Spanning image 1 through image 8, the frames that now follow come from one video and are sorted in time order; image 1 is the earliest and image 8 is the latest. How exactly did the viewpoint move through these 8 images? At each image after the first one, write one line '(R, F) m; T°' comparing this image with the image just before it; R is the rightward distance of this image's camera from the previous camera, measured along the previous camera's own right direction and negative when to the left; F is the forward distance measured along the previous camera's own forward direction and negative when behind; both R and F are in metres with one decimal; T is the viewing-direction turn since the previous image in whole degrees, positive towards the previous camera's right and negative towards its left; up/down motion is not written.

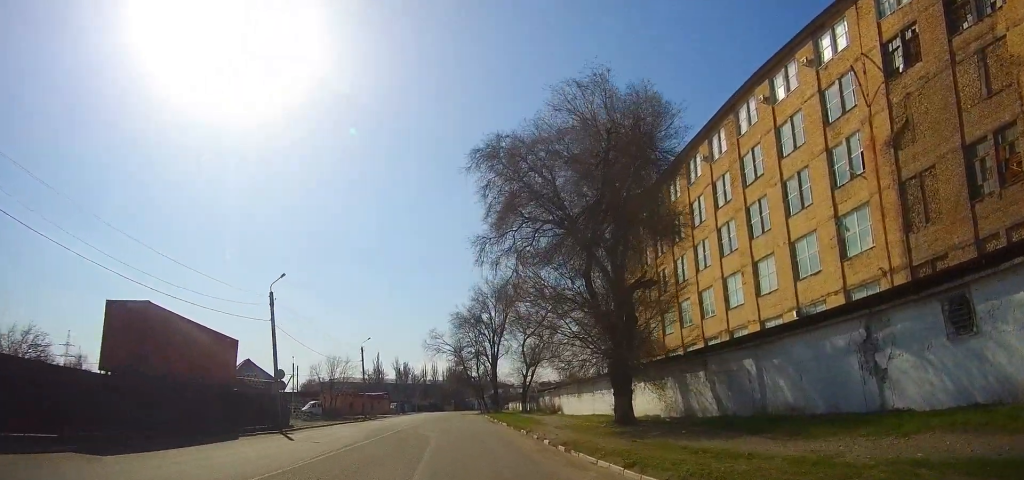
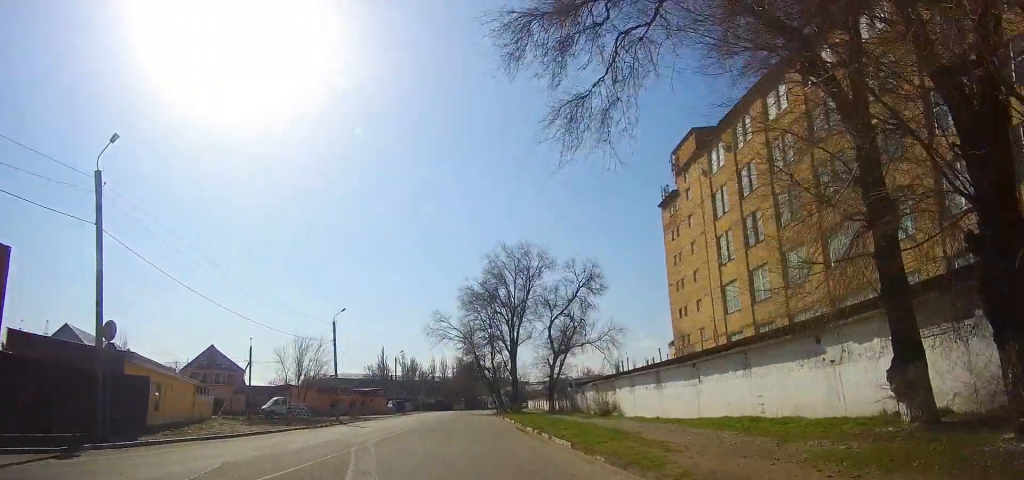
(-0.1, +20.7) m; -1°
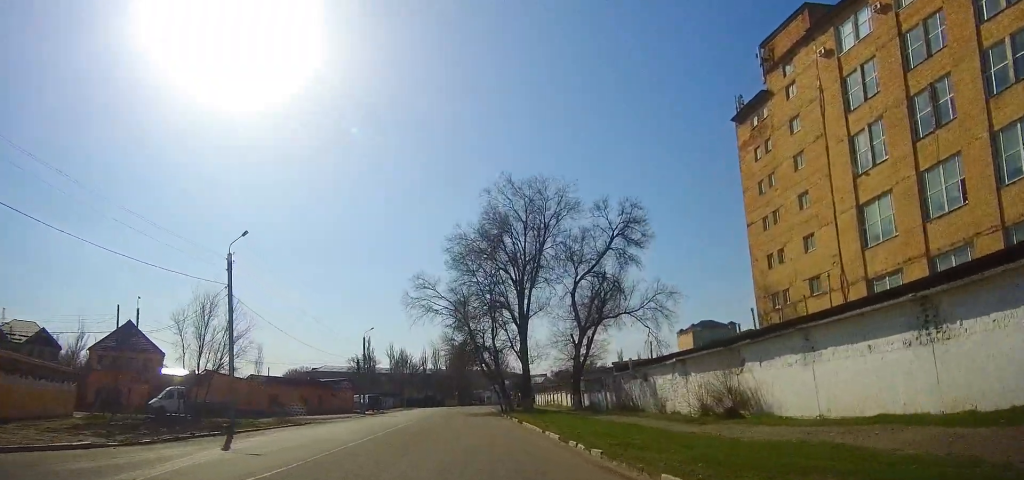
(+0.1, +22.6) m; 0°
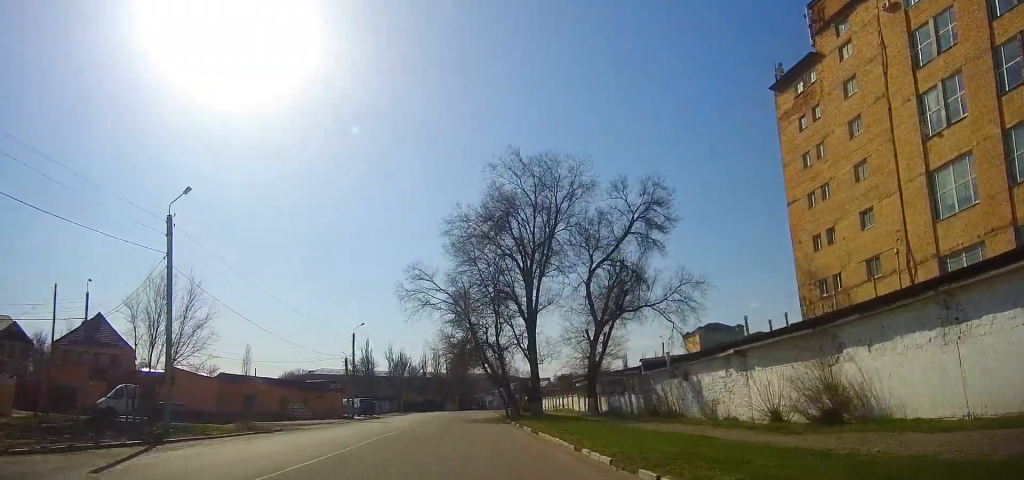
(0.0, +6.7) m; 0°
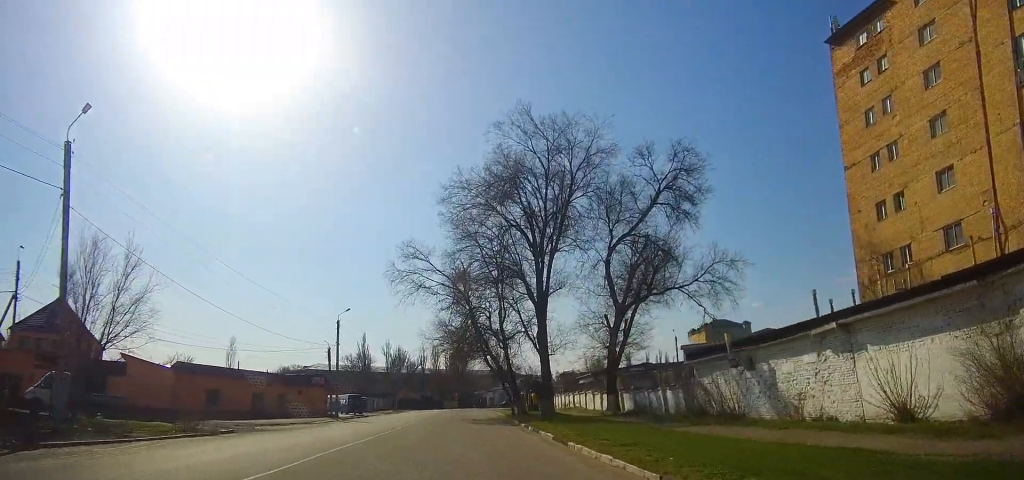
(0.0, +7.3) m; 0°
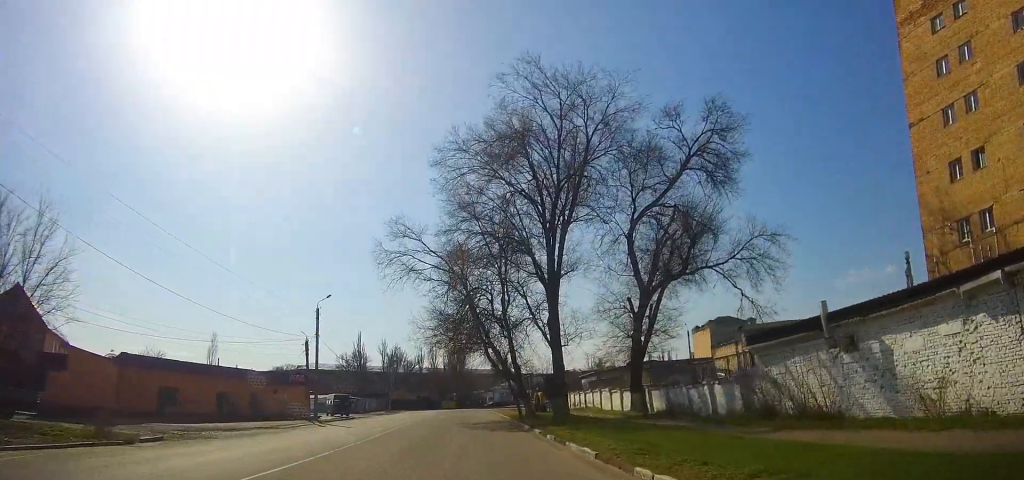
(0.0, +6.8) m; 0°
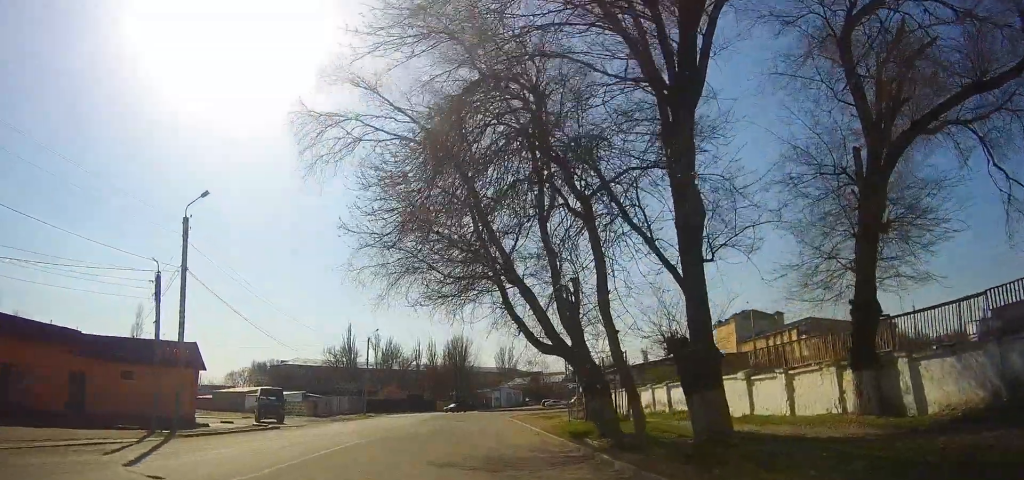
(+0.3, +22.9) m; +1°
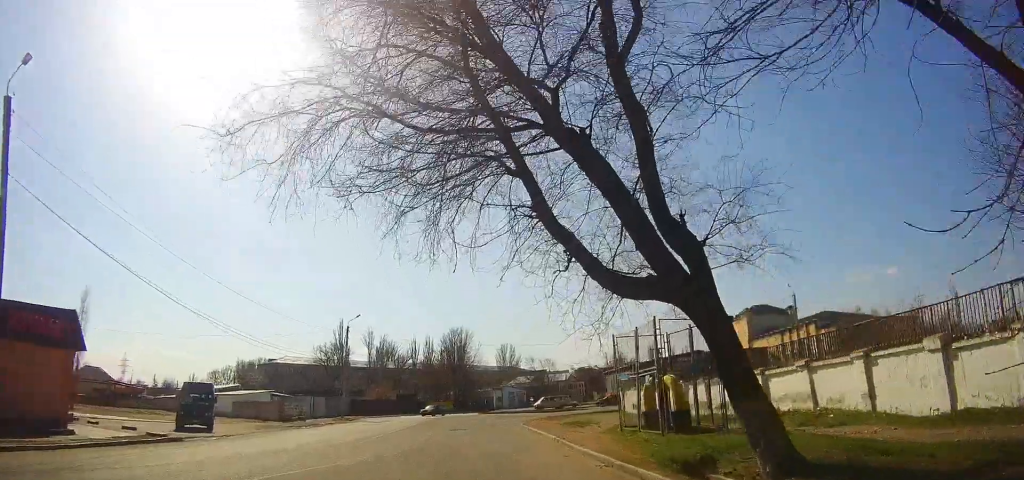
(-0.1, +11.7) m; -1°
